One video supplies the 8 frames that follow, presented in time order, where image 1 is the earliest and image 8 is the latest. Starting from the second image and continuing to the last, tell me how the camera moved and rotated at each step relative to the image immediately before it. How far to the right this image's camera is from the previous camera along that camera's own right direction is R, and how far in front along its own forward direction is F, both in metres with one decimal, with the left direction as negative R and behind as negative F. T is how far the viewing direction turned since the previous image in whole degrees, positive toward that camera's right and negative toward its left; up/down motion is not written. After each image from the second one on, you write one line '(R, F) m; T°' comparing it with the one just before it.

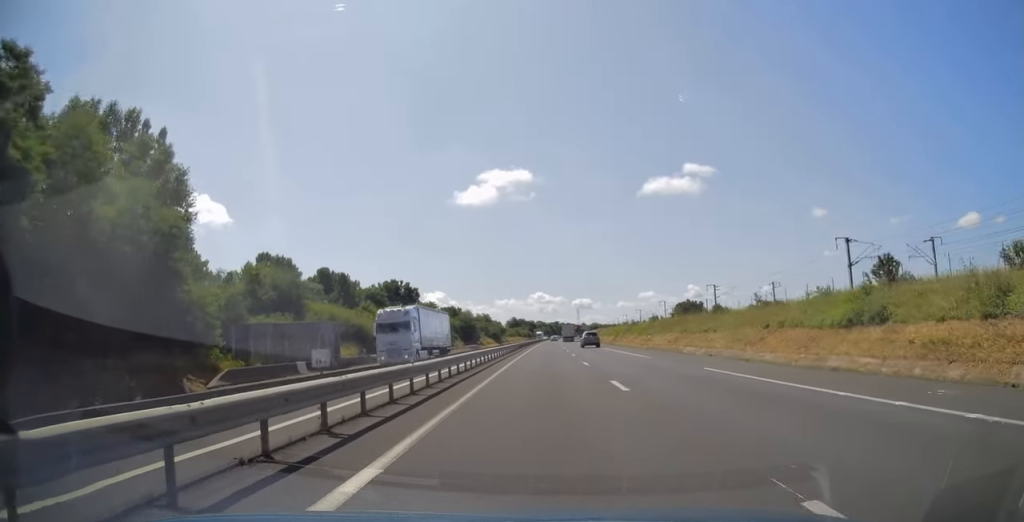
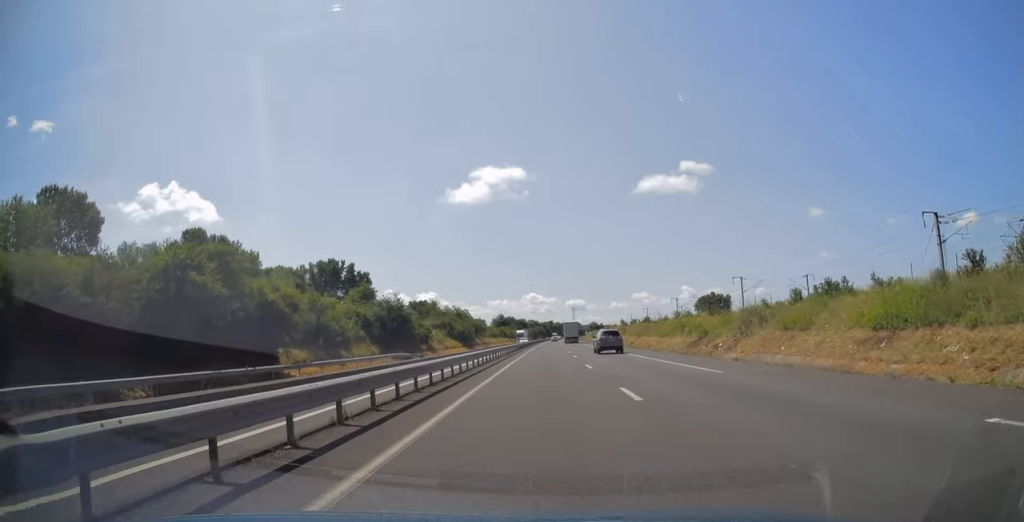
(+0.6, +65.3) m; +1°
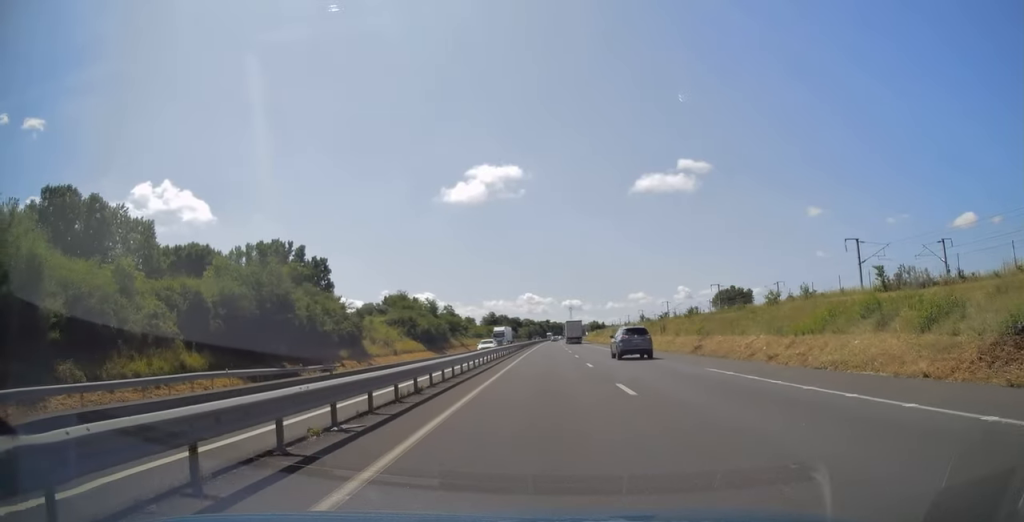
(0.0, +36.5) m; 0°
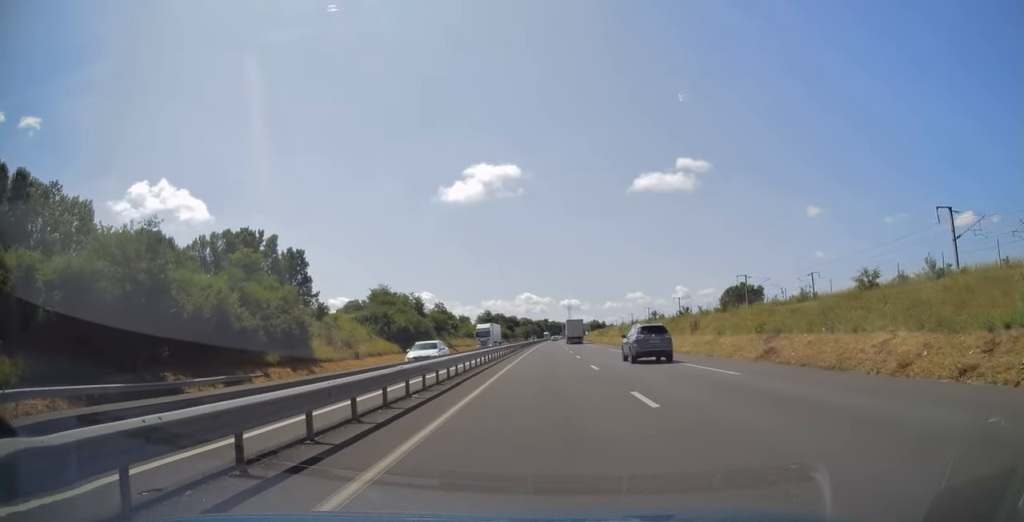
(+0.1, +15.2) m; 0°
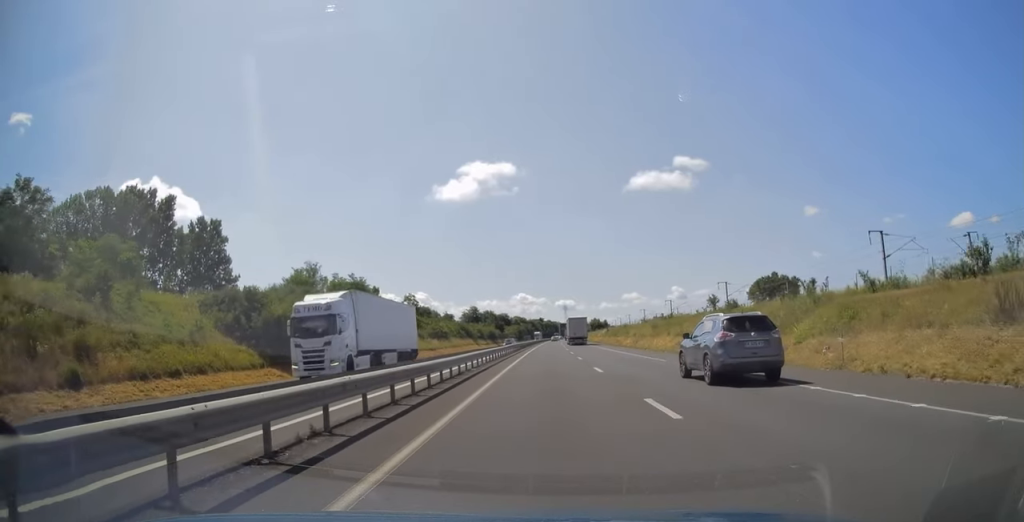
(+0.1, +39.4) m; 0°
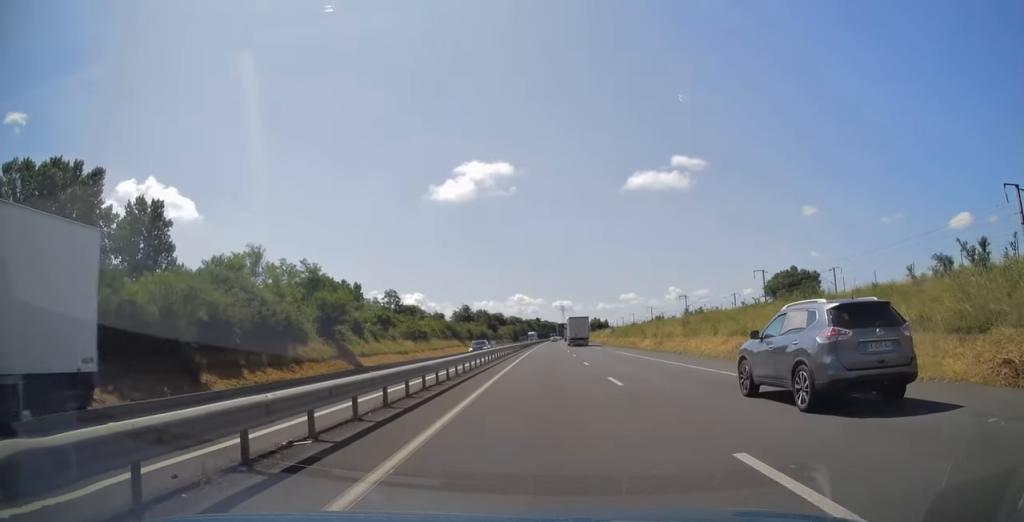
(0.0, +18.6) m; 0°
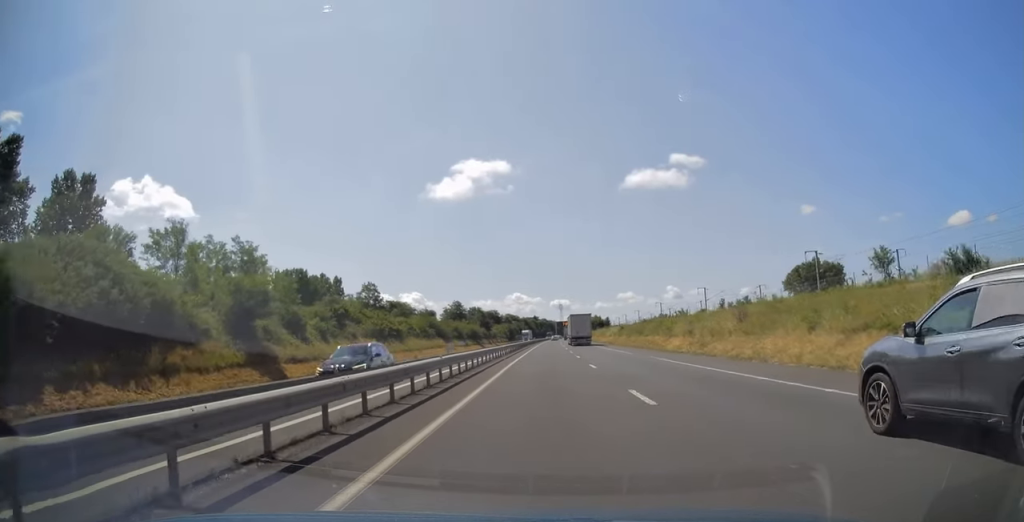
(0.0, +17.4) m; 0°
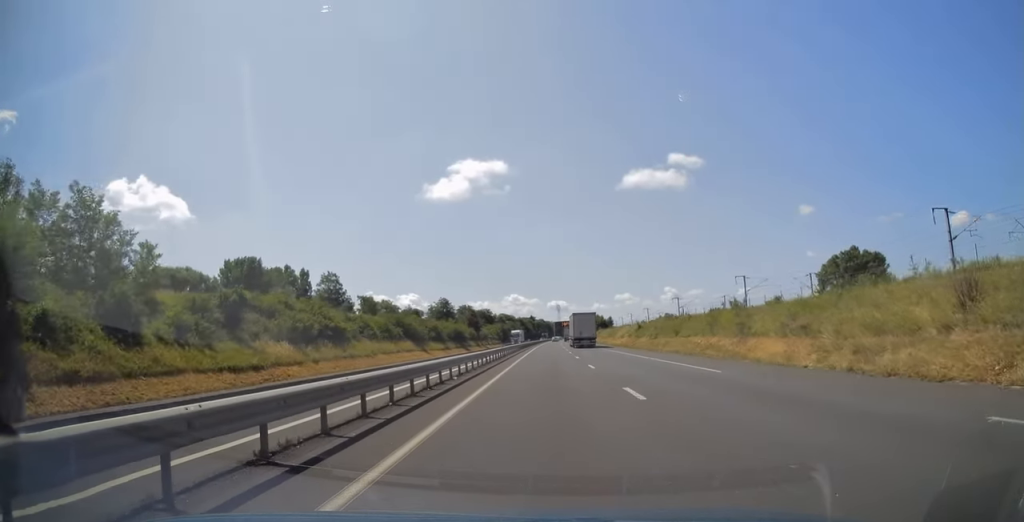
(+0.1, +24.2) m; 0°
